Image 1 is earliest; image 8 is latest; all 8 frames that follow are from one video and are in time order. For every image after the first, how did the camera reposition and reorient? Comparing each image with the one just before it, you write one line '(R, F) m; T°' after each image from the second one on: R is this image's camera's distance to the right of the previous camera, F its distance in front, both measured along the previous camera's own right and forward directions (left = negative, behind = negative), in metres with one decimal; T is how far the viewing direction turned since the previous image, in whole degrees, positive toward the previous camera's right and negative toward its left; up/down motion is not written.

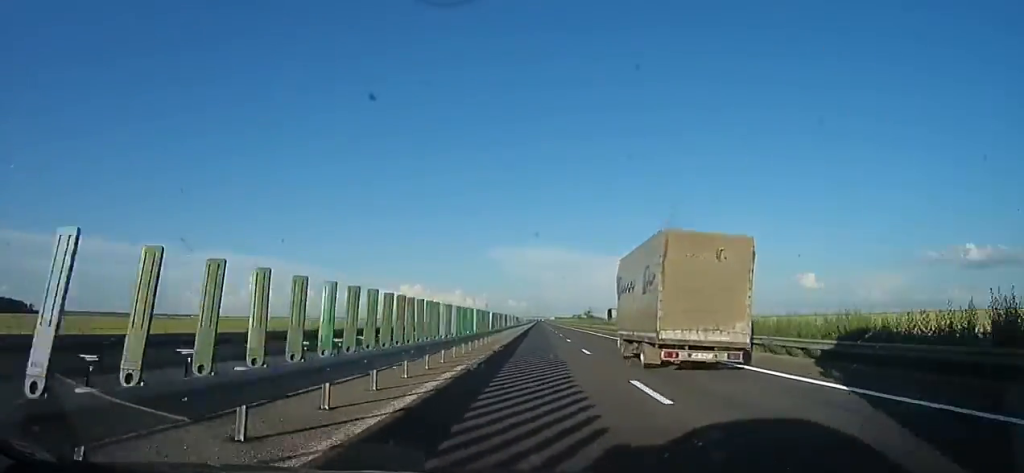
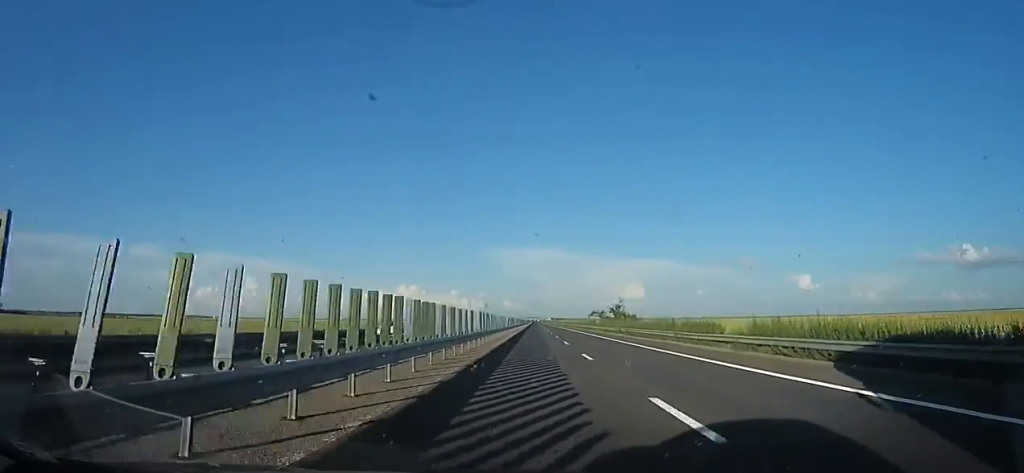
(+0.9, +50.6) m; -1°
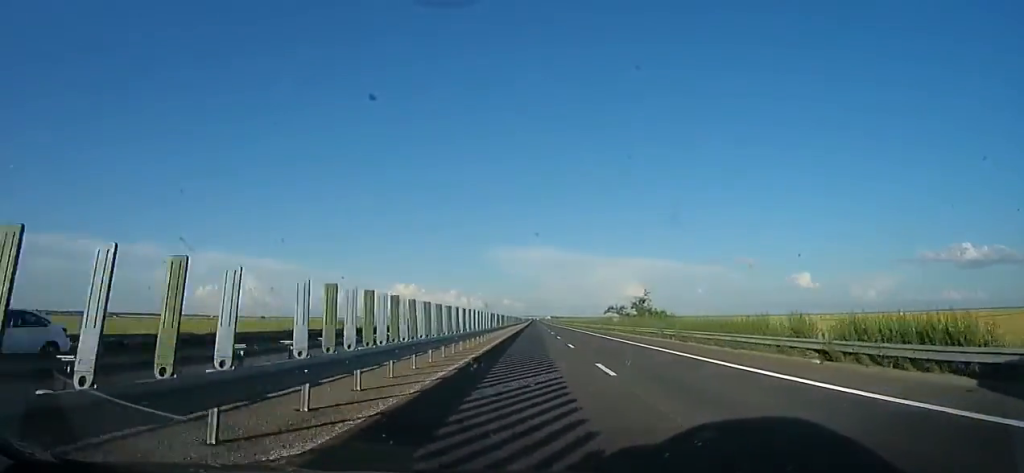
(-0.4, +17.4) m; -1°
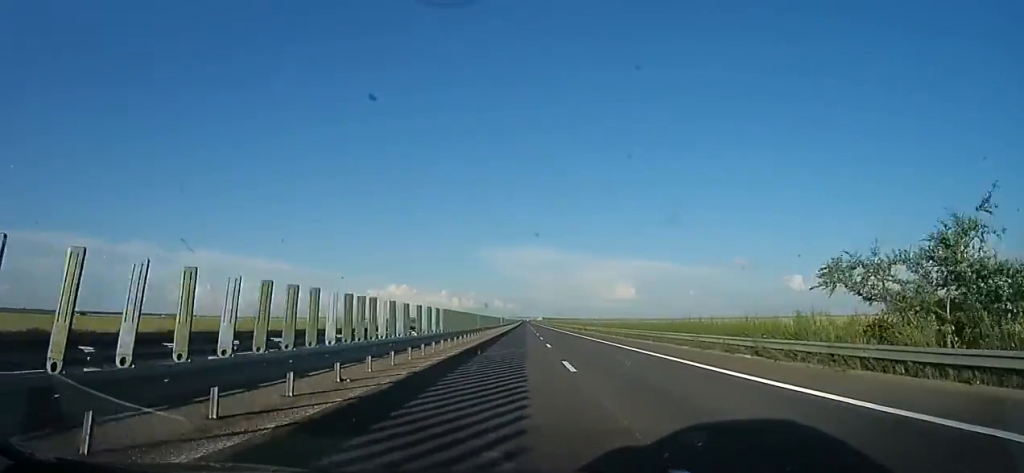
(+0.5, +46.9) m; +2°
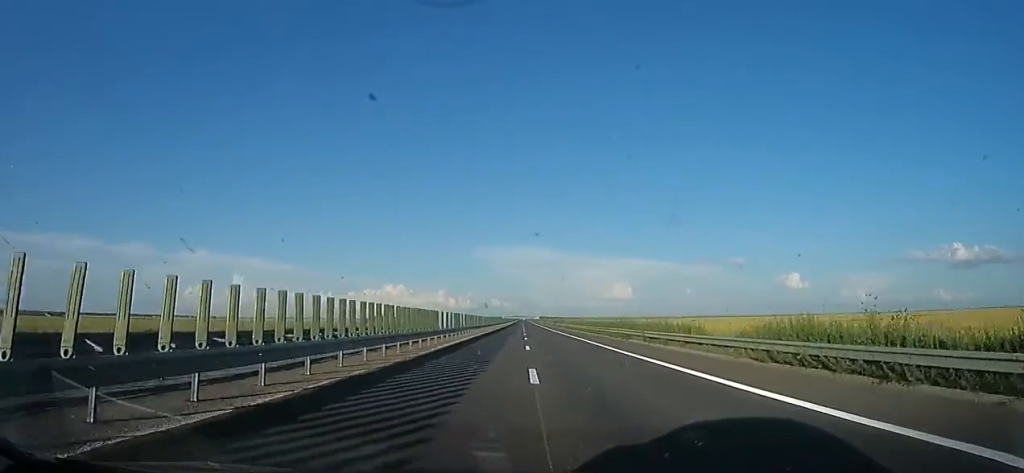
(+0.8, +39.1) m; 0°
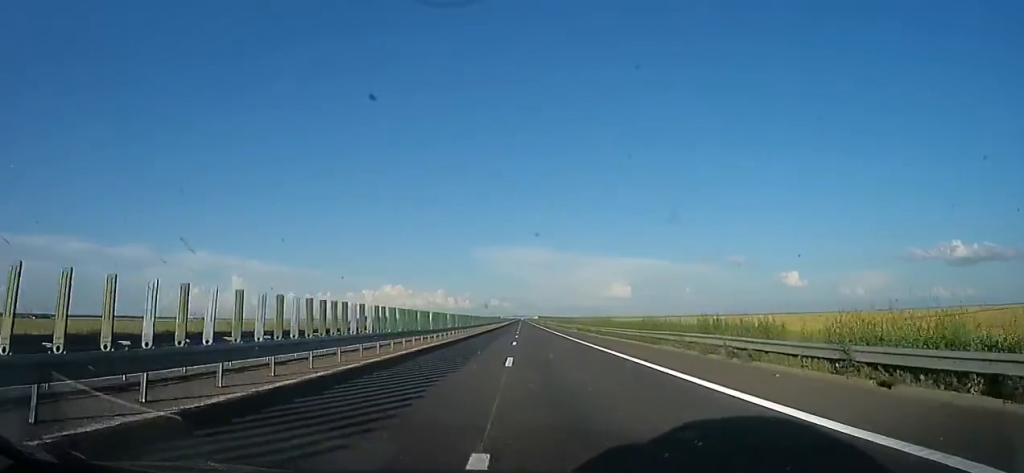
(-0.9, +20.4) m; 0°
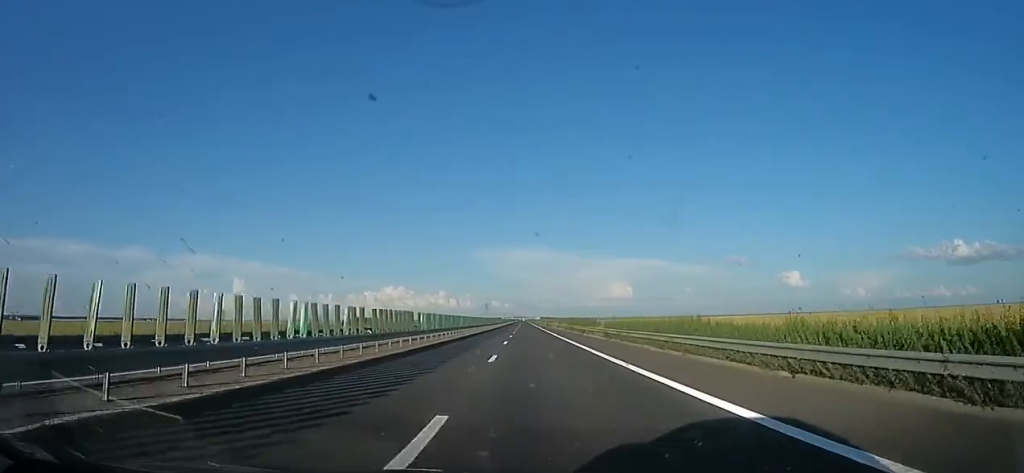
(+0.5, +22.2) m; +1°
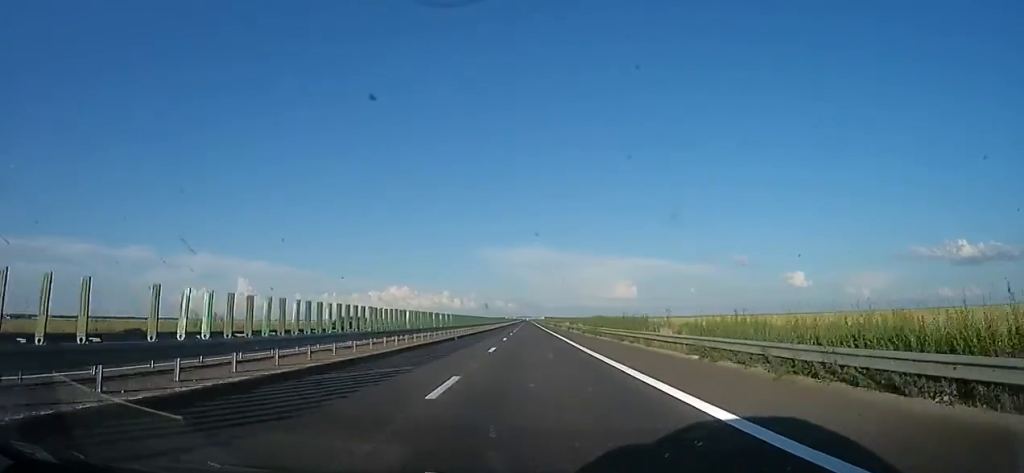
(+0.6, +19.8) m; +1°
